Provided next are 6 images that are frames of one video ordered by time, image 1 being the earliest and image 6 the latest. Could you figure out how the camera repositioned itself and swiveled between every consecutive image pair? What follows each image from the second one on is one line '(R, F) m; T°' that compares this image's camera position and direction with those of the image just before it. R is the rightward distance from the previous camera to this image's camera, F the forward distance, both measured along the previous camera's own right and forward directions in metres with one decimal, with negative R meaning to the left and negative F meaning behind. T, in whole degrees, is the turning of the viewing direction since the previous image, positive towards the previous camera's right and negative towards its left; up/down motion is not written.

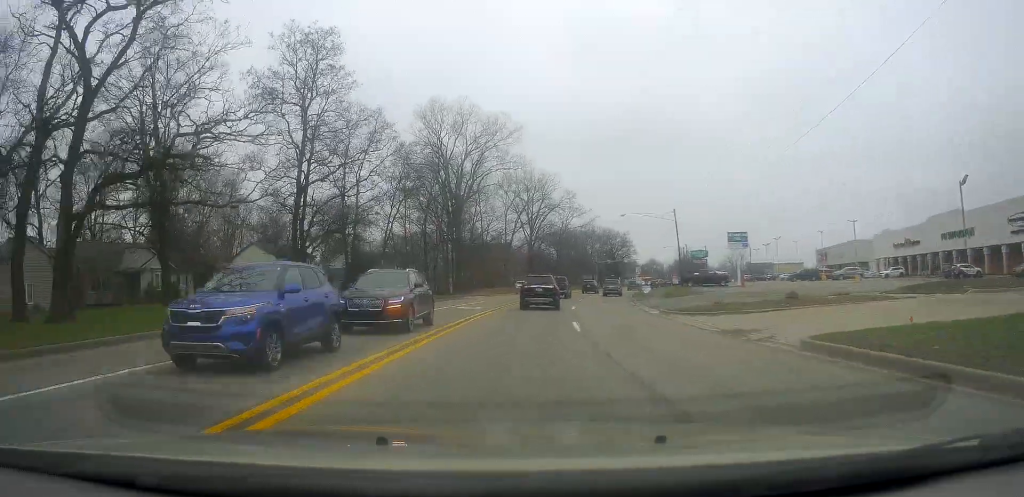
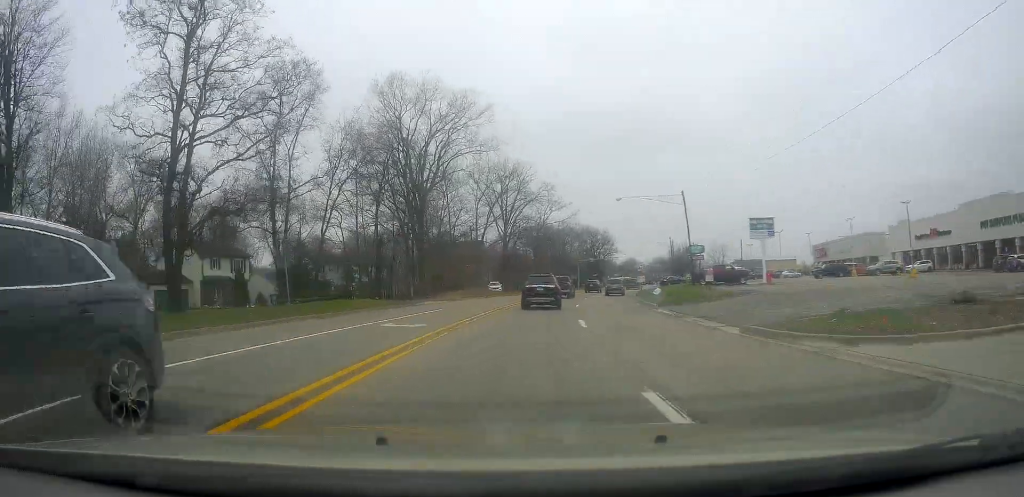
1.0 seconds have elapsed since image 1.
(+0.5, +13.3) m; +2°
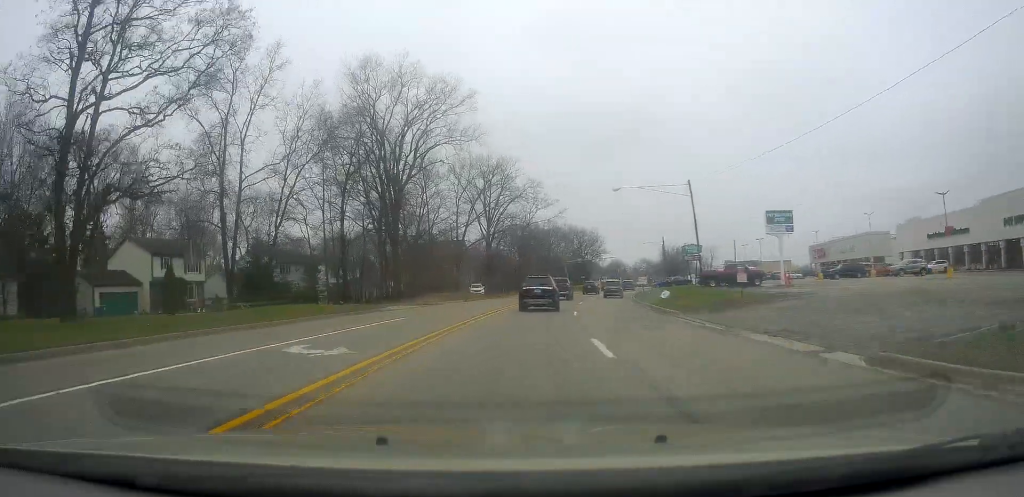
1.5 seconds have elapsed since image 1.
(+0.1, +7.0) m; +1°
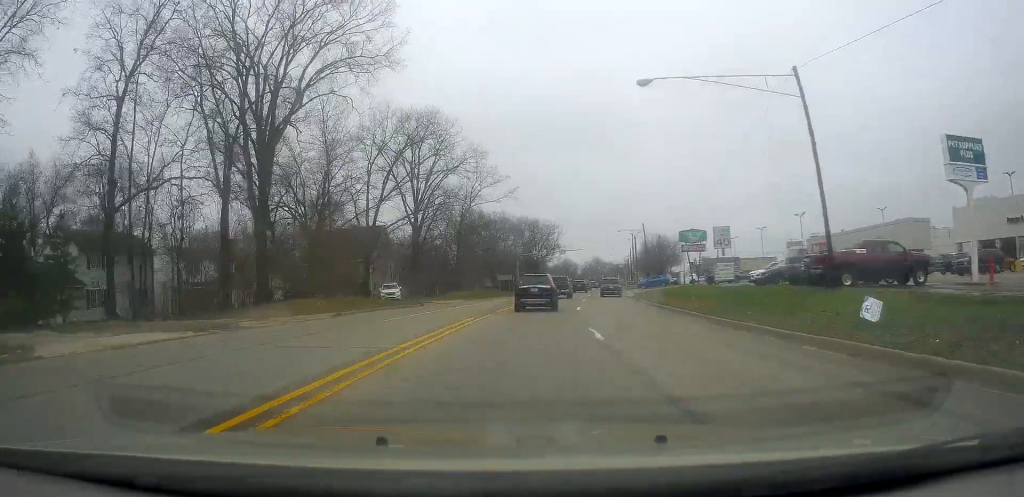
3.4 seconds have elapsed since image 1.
(+1.2, +27.4) m; +5°
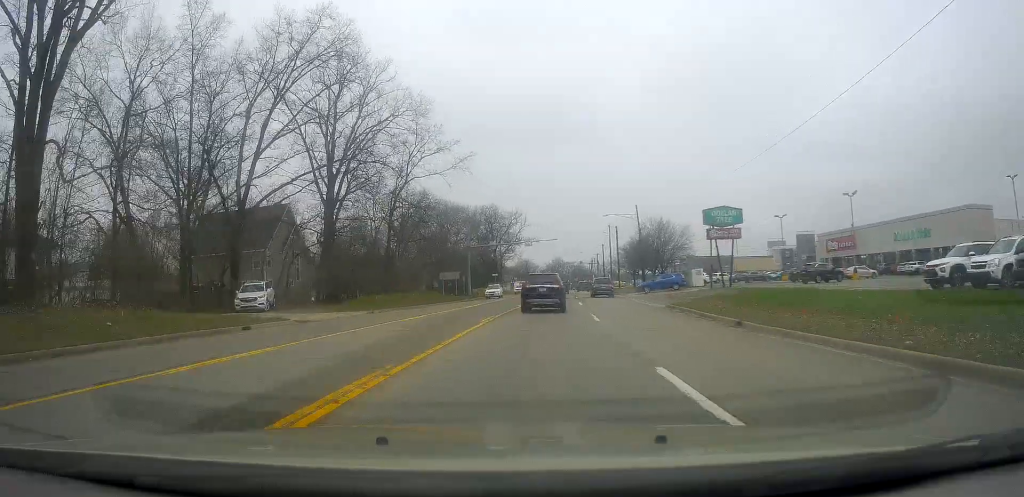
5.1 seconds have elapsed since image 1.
(+1.0, +24.1) m; +6°
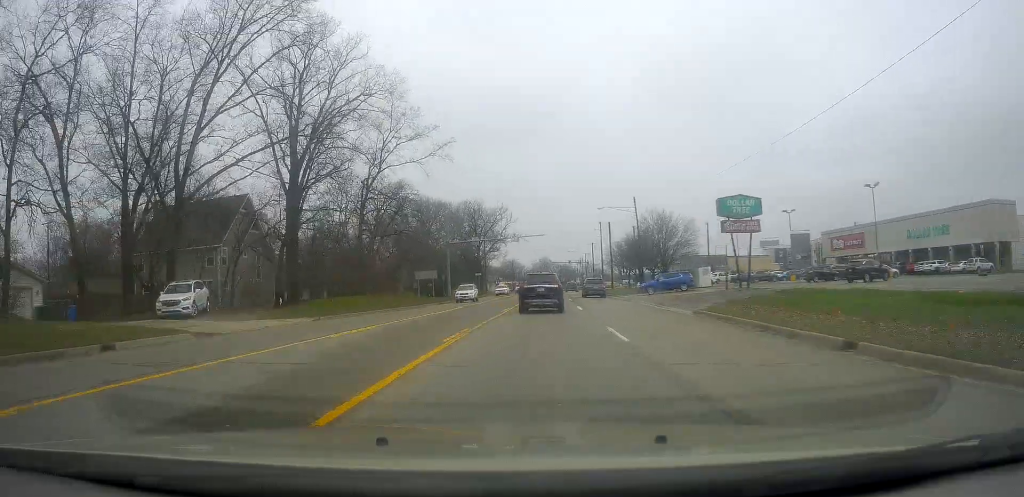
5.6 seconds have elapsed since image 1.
(+0.2, +7.1) m; +1°
